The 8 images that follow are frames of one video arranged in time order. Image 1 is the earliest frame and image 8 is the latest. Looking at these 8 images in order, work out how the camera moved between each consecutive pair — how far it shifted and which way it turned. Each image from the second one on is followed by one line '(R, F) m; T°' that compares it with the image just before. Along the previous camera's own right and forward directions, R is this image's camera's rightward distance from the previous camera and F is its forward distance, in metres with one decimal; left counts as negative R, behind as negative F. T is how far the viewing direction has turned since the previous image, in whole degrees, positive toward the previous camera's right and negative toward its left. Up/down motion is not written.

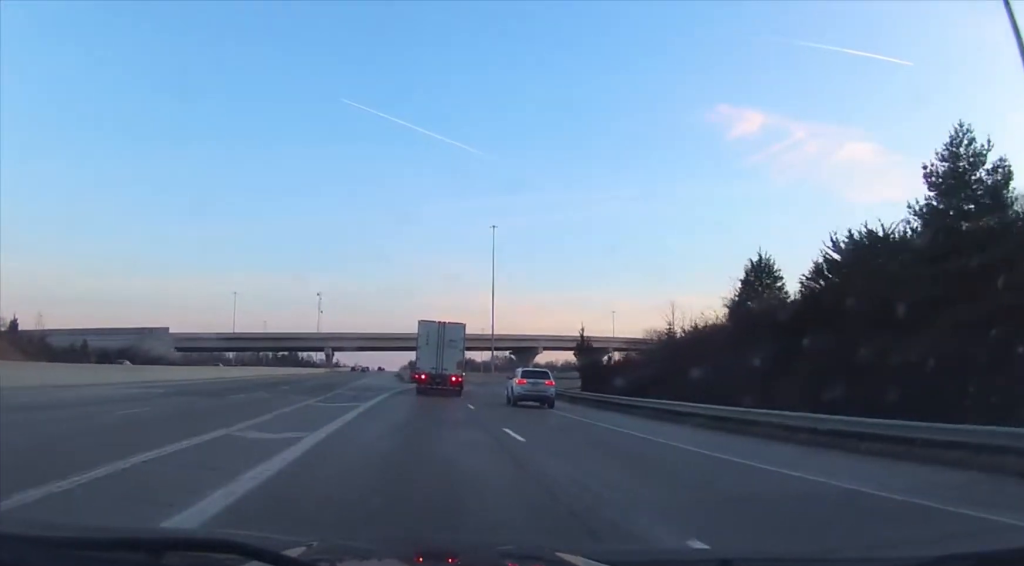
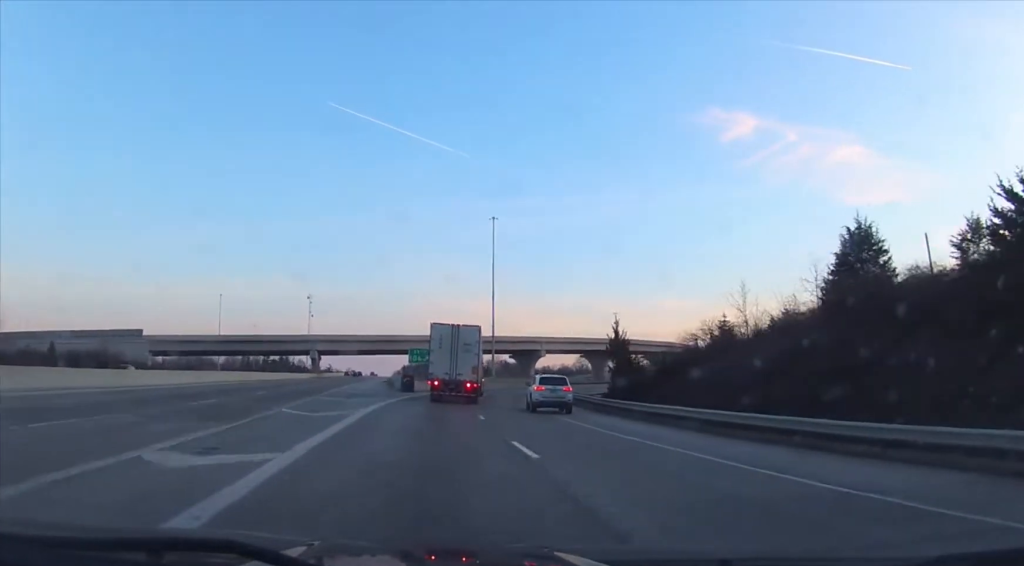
(+0.4, +15.1) m; +2°
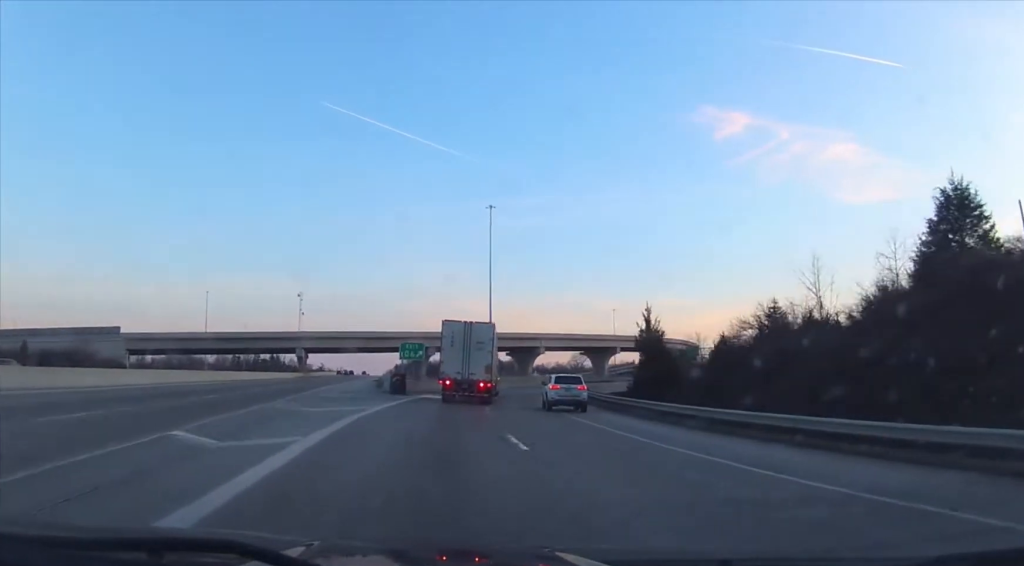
(+0.1, +10.1) m; 0°
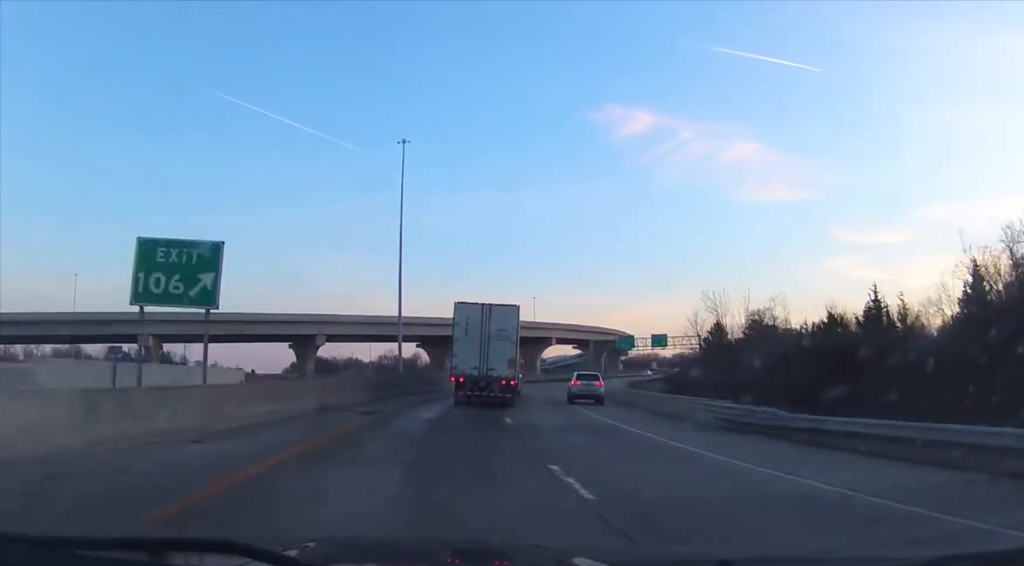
(+1.0, +42.7) m; +7°
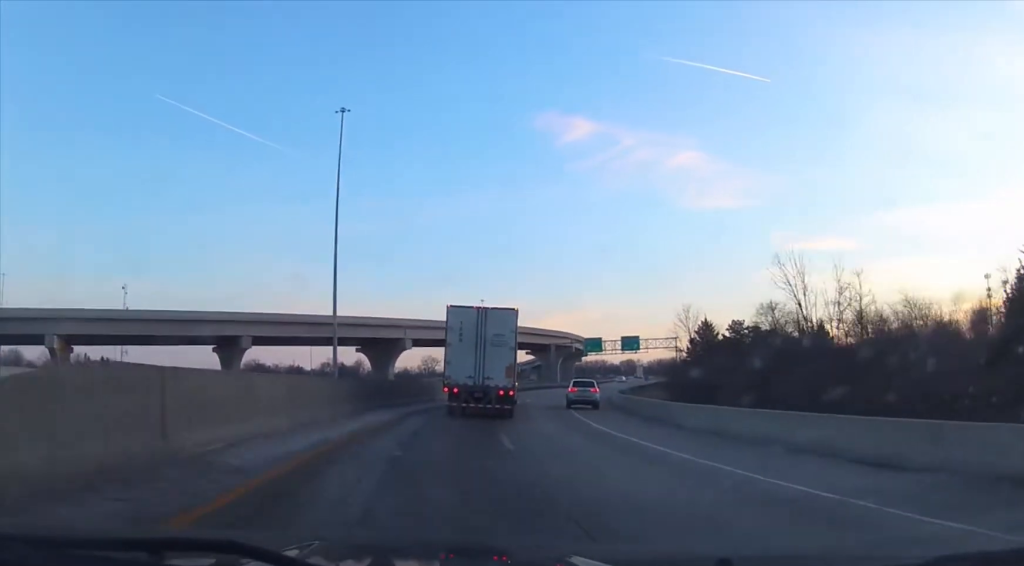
(+1.1, +16.8) m; +4°
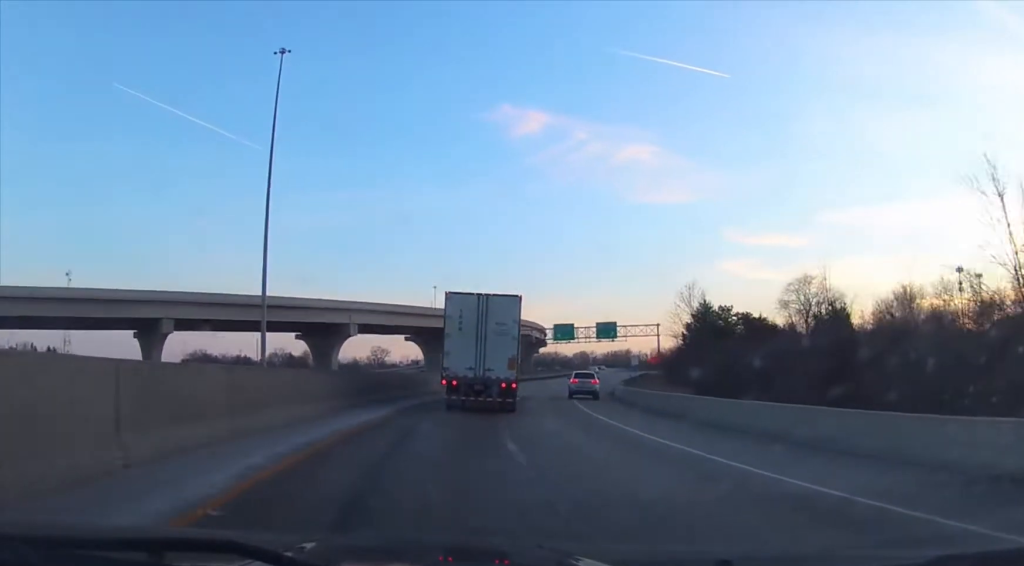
(0.0, +16.0) m; +4°
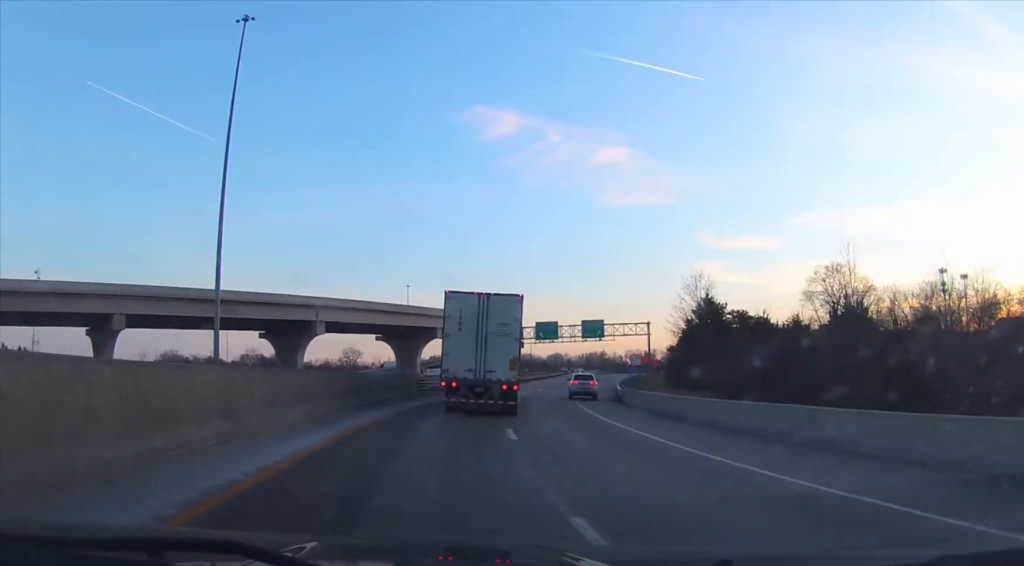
(+0.2, +8.4) m; +3°
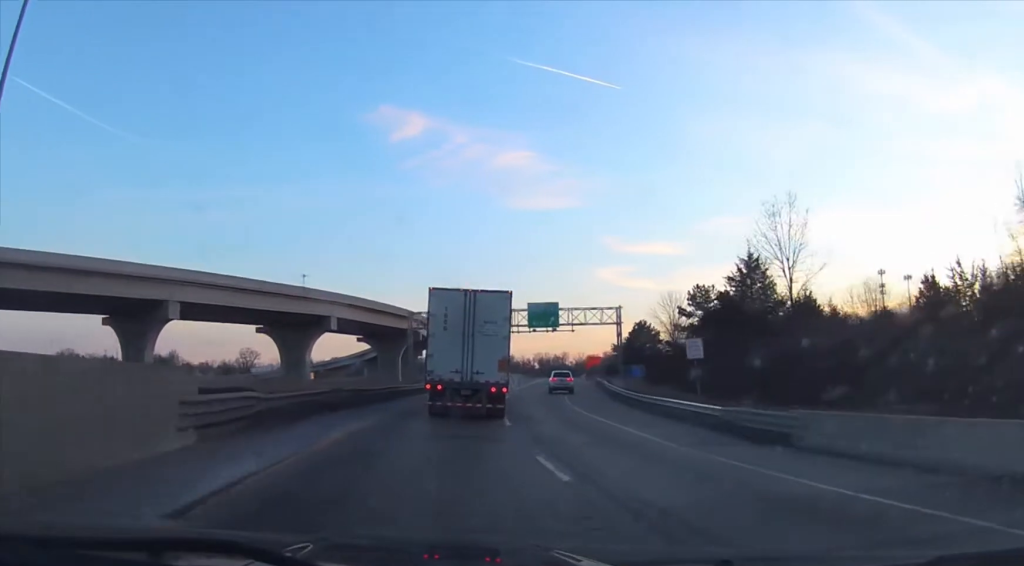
(+2.6, +29.3) m; +7°
